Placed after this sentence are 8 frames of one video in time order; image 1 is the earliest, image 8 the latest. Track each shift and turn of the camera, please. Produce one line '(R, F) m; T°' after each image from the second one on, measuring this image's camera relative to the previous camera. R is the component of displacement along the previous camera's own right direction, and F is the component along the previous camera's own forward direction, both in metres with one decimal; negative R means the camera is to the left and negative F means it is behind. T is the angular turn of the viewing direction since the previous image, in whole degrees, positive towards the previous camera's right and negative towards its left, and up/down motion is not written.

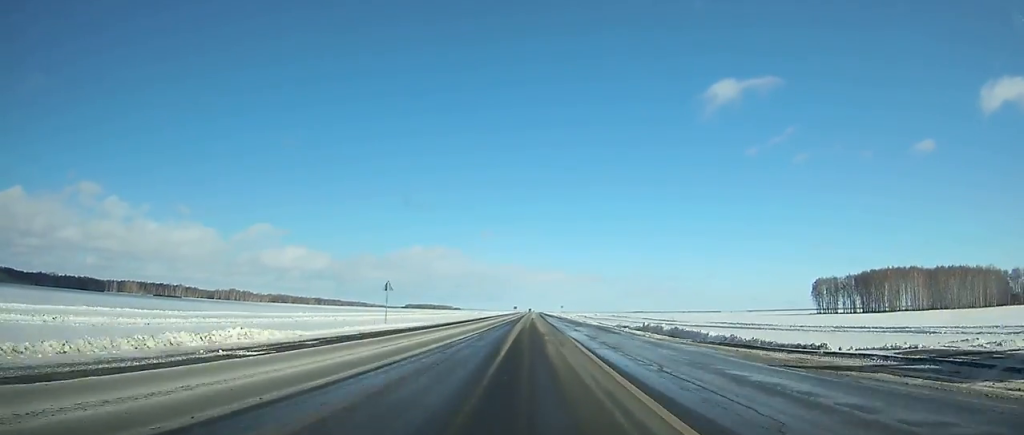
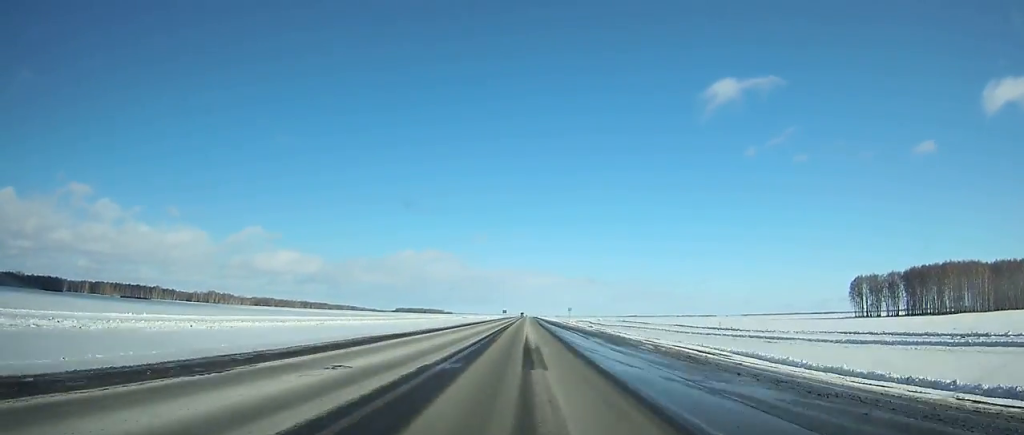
(0.0, +58.8) m; 0°
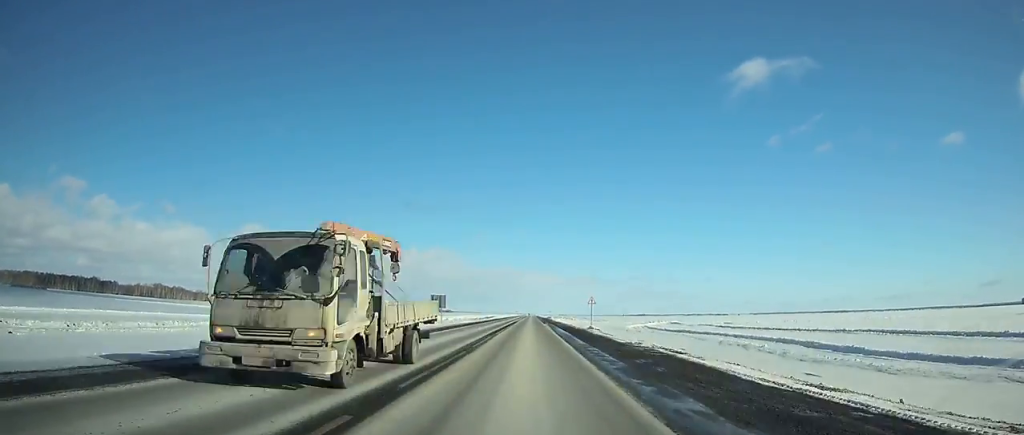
(+0.9, +208.9) m; 0°
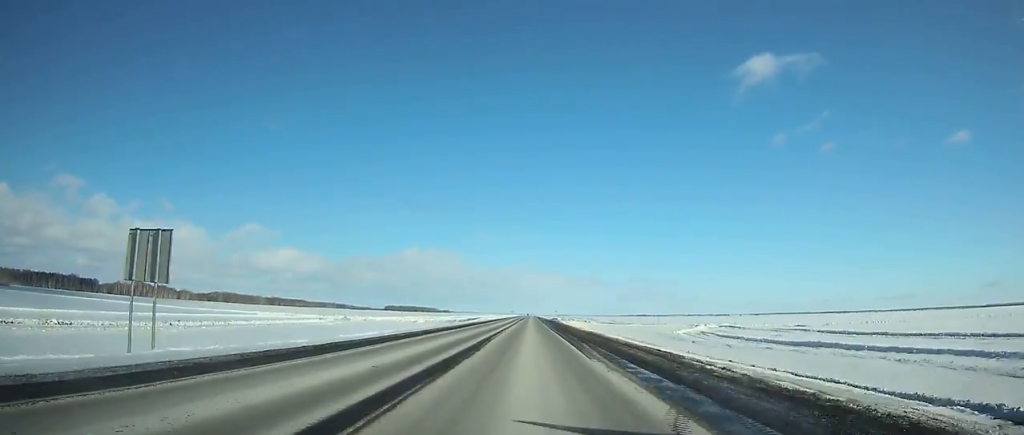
(0.0, +56.3) m; 0°
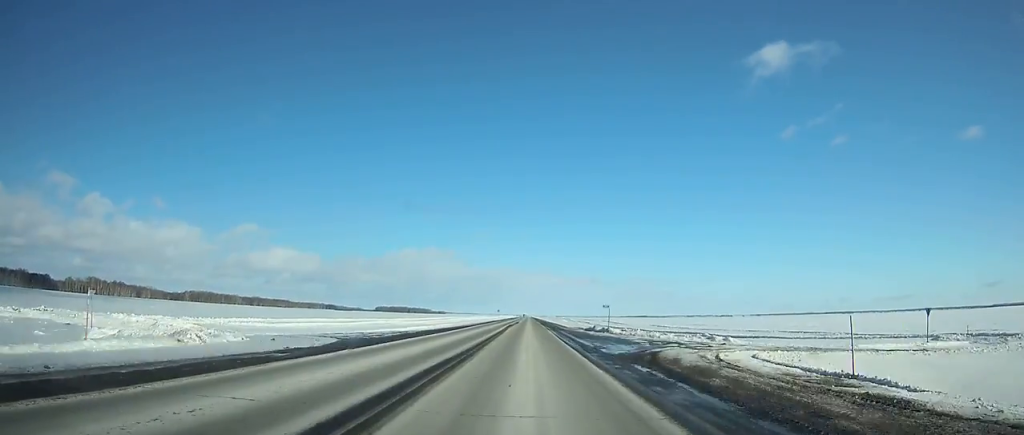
(0.0, +115.9) m; 0°
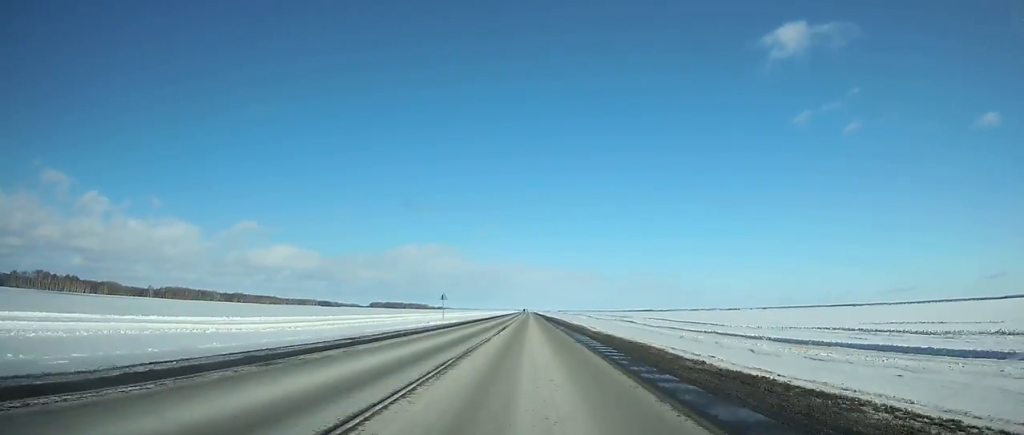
(+0.2, +119.1) m; 0°
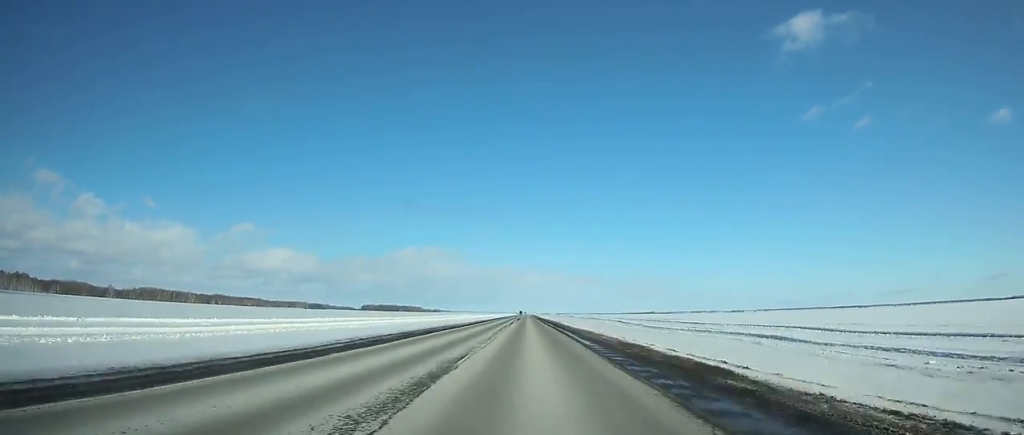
(-0.2, +100.3) m; 0°
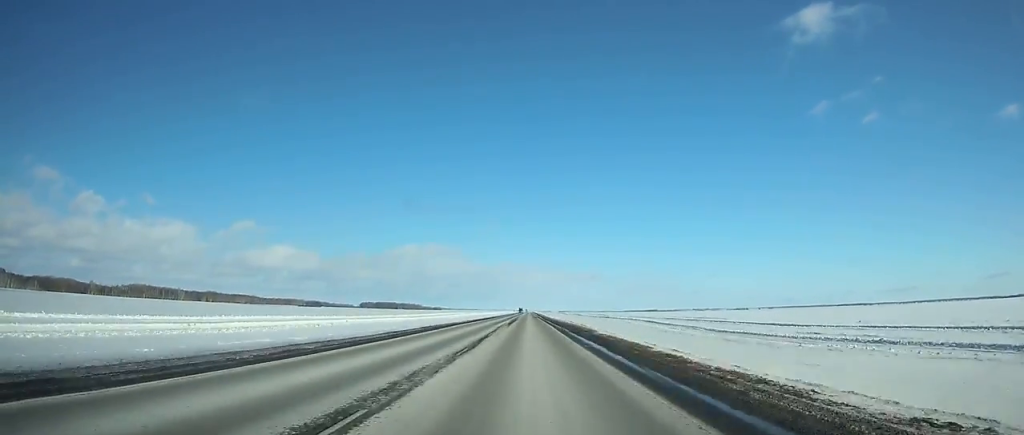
(-0.1, +46.9) m; 0°
